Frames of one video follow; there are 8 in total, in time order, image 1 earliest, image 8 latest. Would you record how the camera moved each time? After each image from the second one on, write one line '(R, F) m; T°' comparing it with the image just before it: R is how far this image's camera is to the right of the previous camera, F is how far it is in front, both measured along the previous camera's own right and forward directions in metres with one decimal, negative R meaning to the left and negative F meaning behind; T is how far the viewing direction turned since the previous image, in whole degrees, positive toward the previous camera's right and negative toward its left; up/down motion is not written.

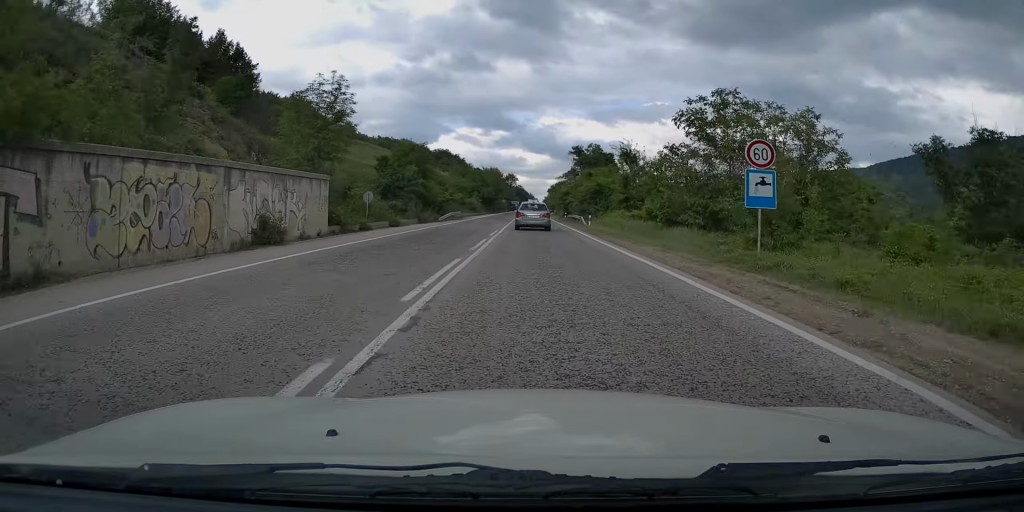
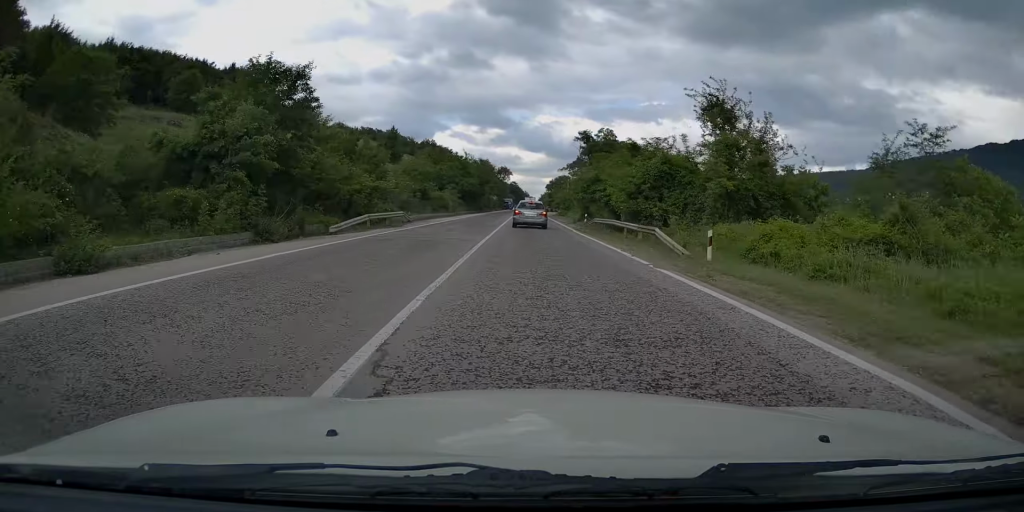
(+0.7, +28.5) m; +1°
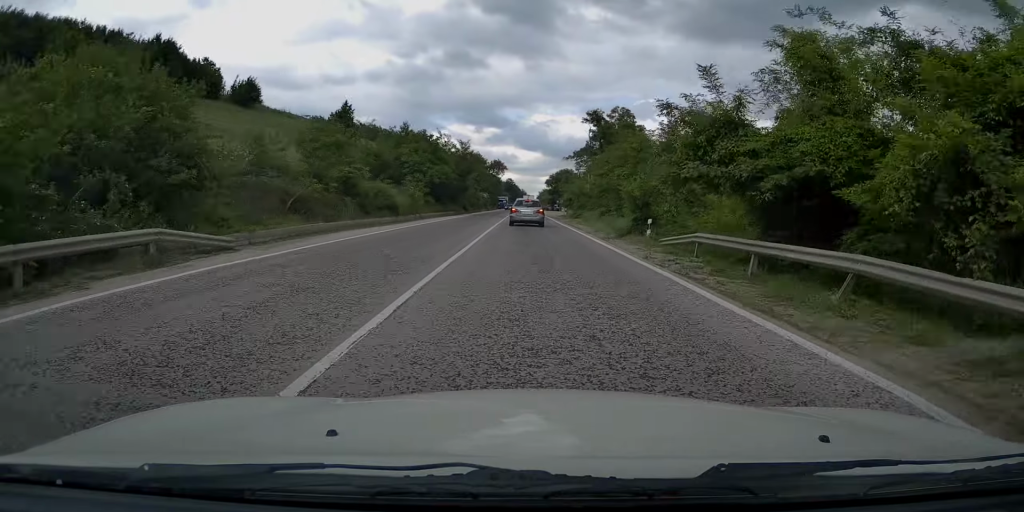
(-0.5, +24.0) m; -1°
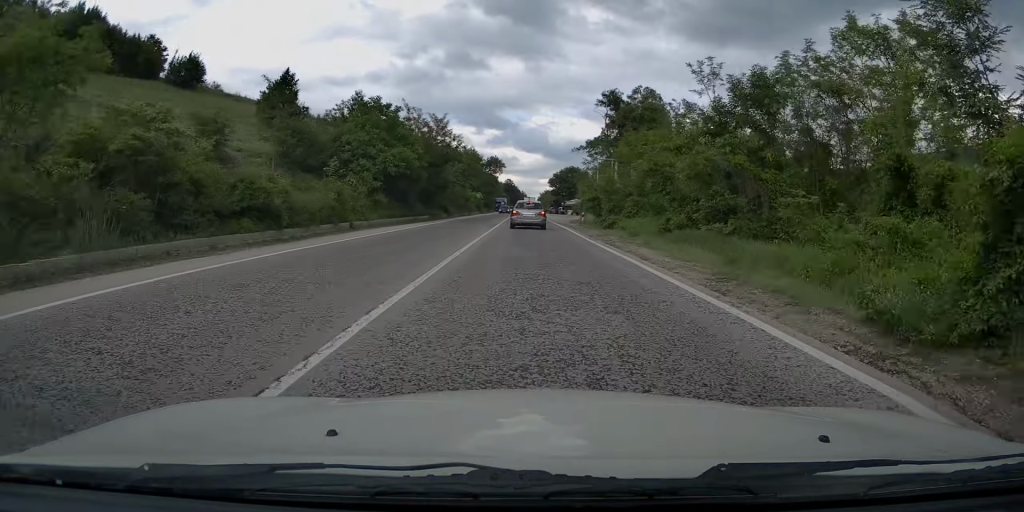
(0.0, +19.1) m; 0°
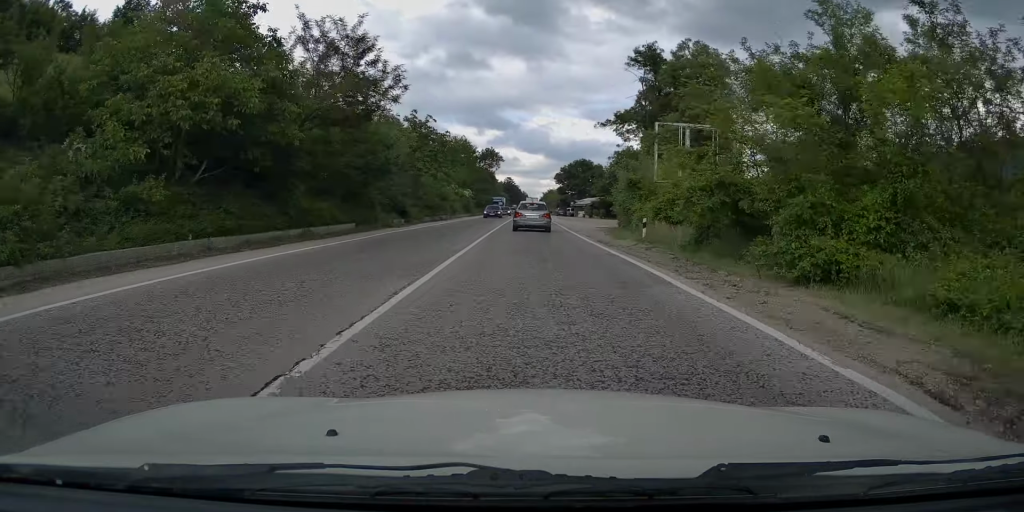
(+0.2, +23.6) m; +1°
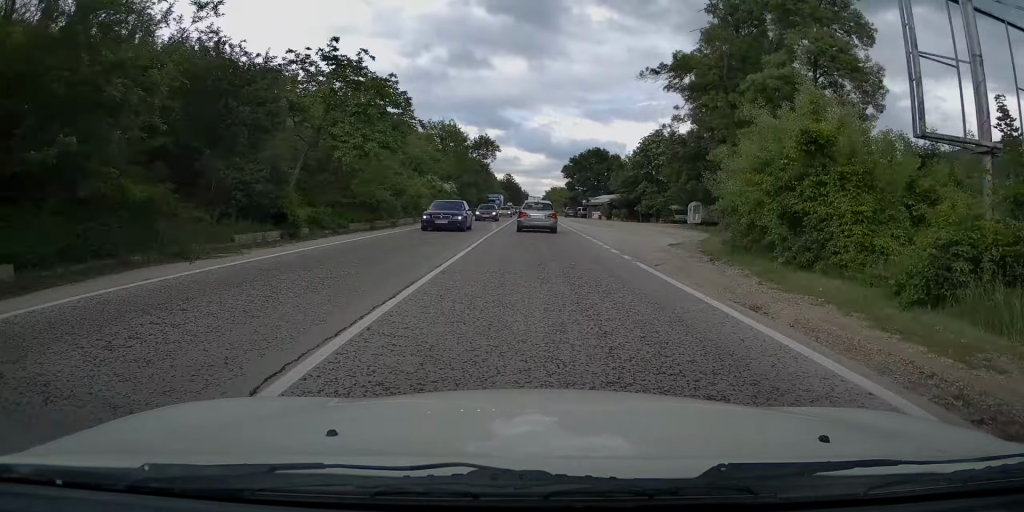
(+0.2, +21.3) m; 0°
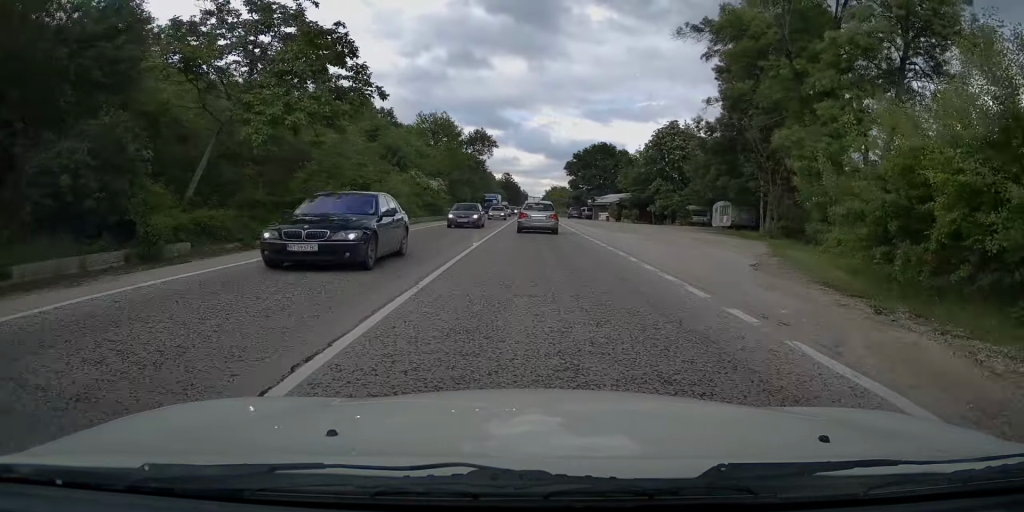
(-0.1, +8.5) m; -1°
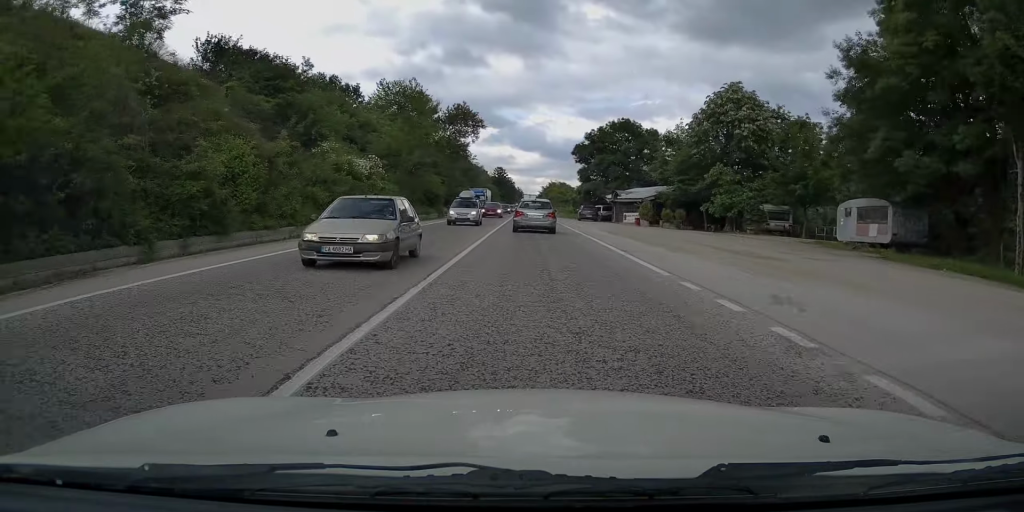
(-0.1, +22.7) m; 0°
